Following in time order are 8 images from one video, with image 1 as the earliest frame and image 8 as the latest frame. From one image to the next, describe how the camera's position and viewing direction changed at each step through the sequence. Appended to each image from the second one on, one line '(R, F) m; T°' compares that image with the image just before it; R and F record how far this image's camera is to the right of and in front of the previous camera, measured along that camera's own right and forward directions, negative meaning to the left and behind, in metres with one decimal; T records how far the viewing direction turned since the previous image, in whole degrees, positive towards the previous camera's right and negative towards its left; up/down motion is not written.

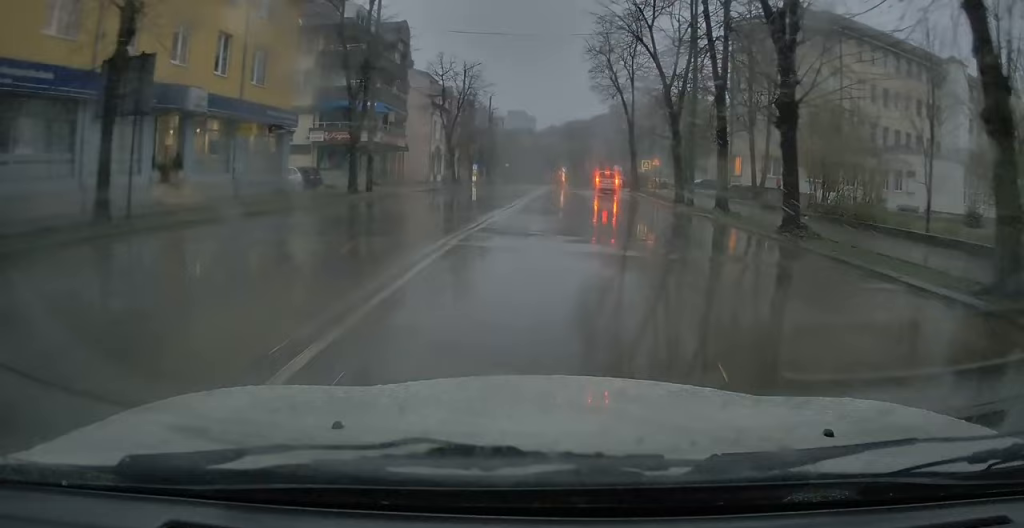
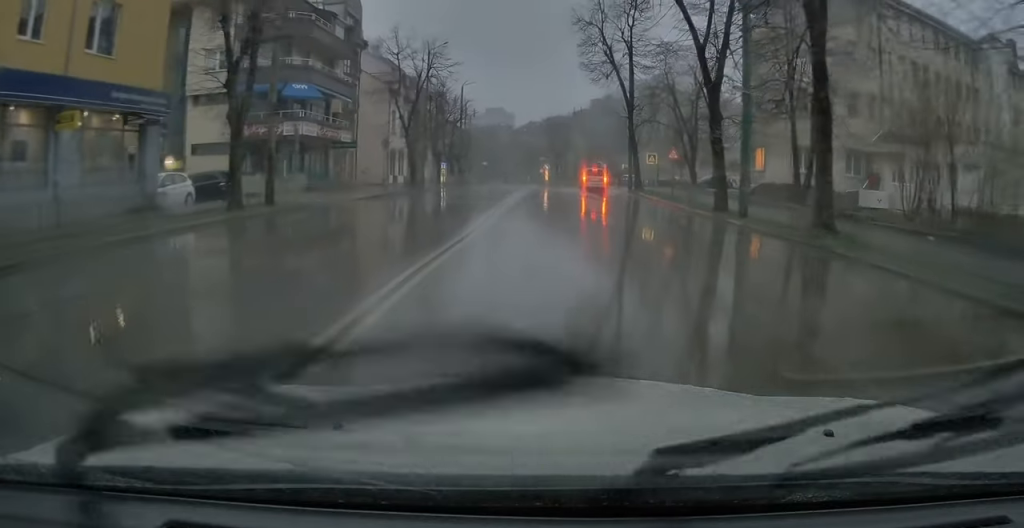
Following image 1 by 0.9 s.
(+0.2, +10.9) m; +2°
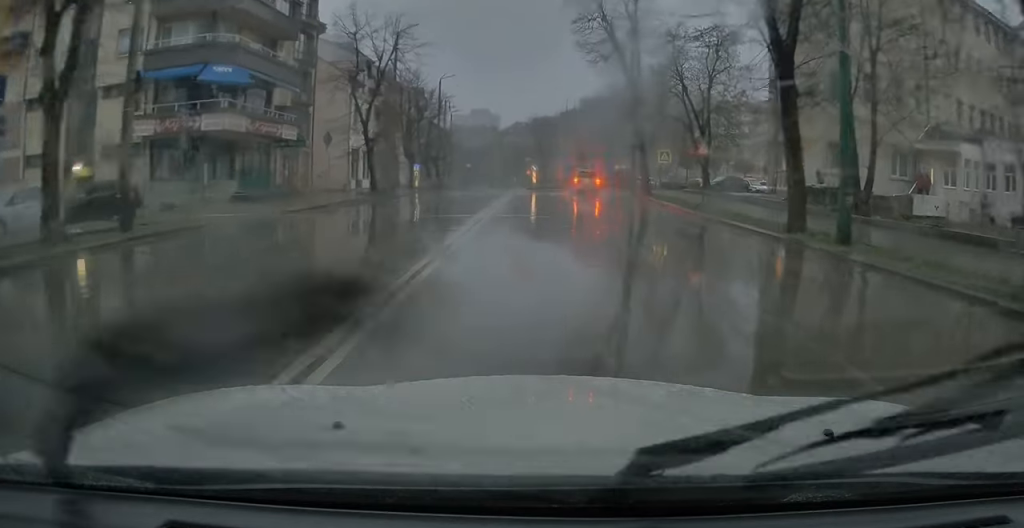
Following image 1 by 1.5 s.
(+0.1, +8.1) m; +1°
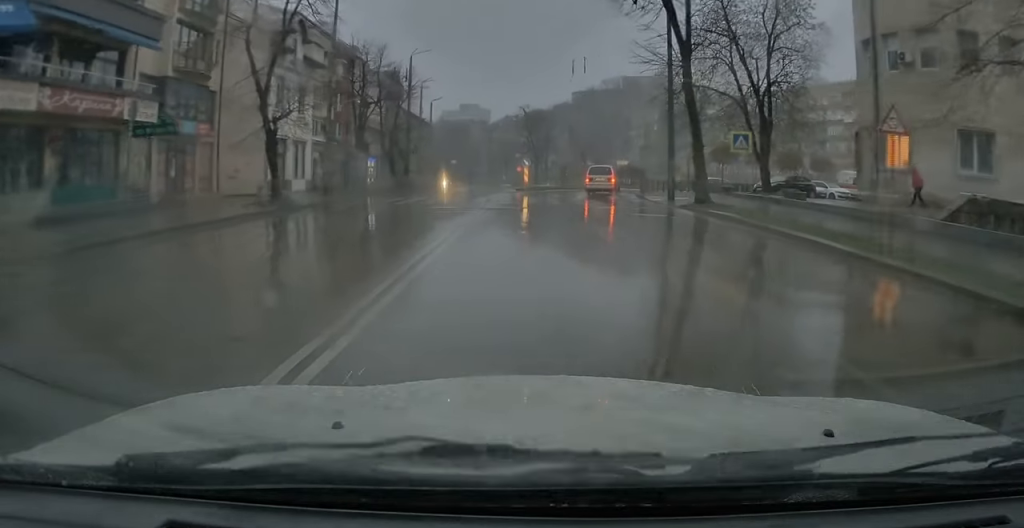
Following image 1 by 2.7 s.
(+0.2, +13.5) m; +1°
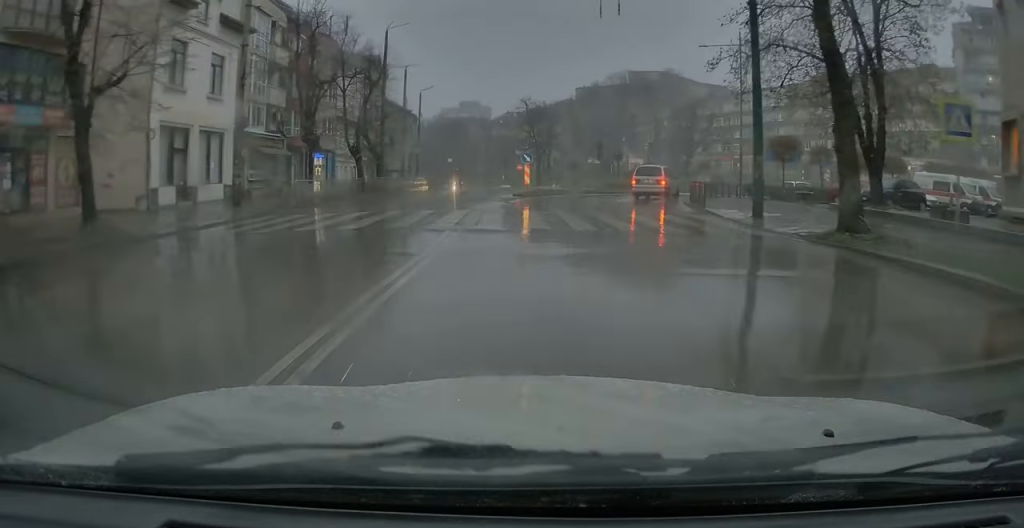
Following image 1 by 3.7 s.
(0.0, +10.7) m; 0°
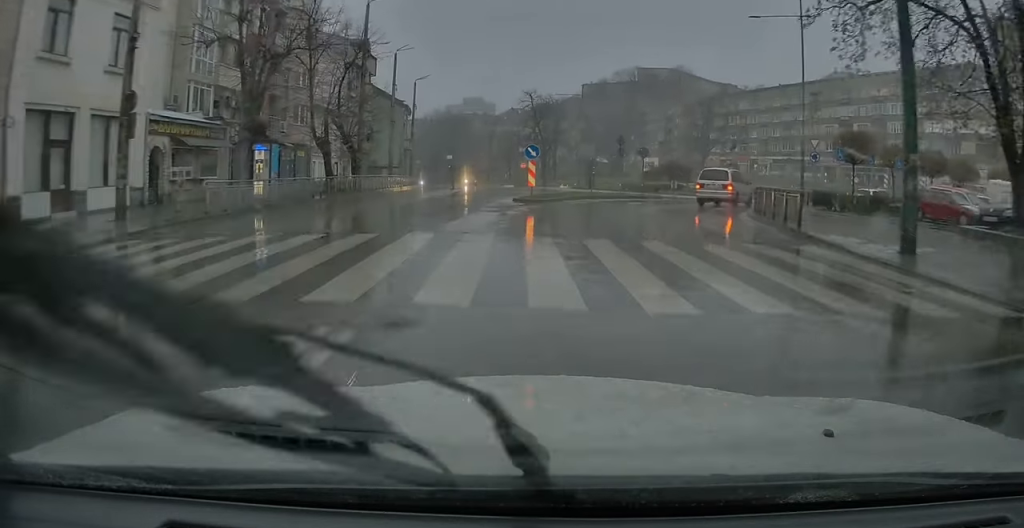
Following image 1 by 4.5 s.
(-0.1, +7.4) m; 0°
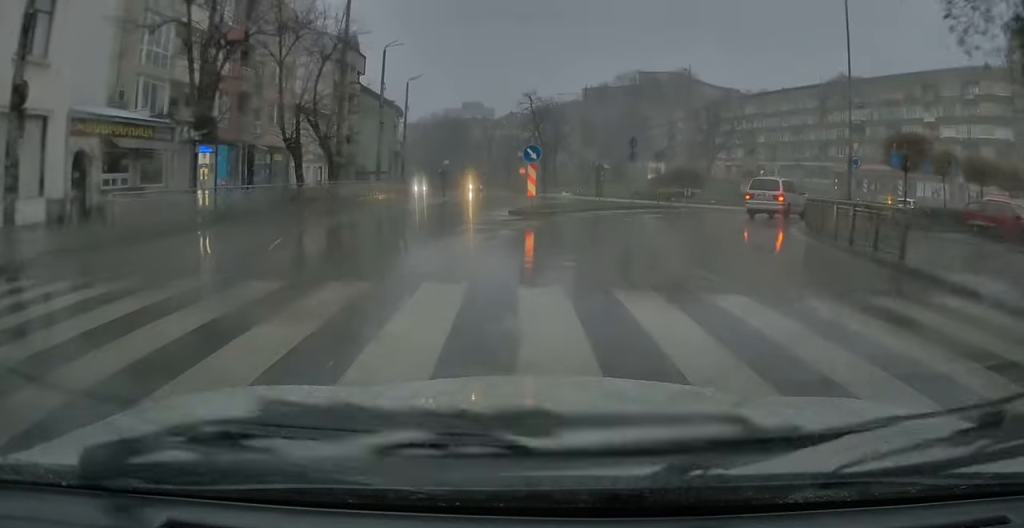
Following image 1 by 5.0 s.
(-0.1, +4.3) m; +1°
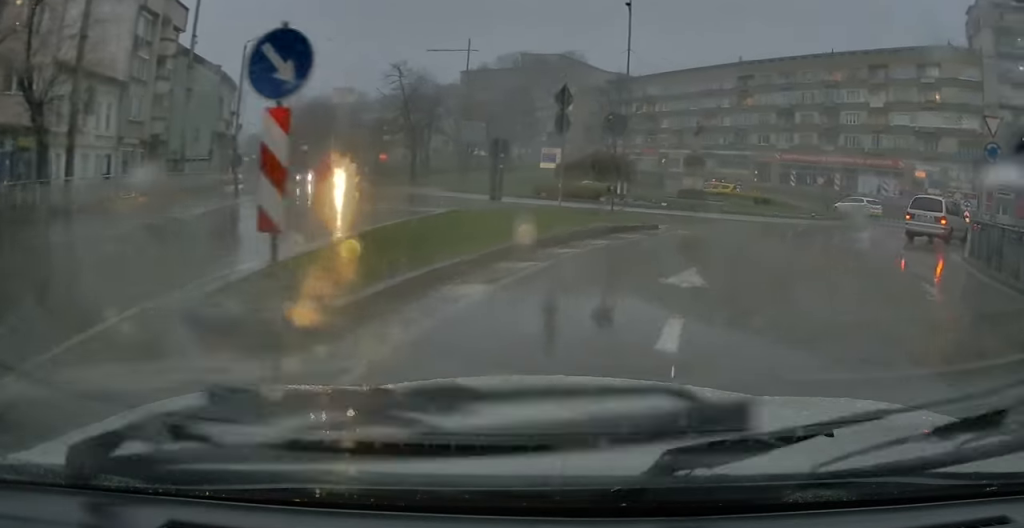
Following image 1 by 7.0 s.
(+1.1, +13.8) m; +10°
